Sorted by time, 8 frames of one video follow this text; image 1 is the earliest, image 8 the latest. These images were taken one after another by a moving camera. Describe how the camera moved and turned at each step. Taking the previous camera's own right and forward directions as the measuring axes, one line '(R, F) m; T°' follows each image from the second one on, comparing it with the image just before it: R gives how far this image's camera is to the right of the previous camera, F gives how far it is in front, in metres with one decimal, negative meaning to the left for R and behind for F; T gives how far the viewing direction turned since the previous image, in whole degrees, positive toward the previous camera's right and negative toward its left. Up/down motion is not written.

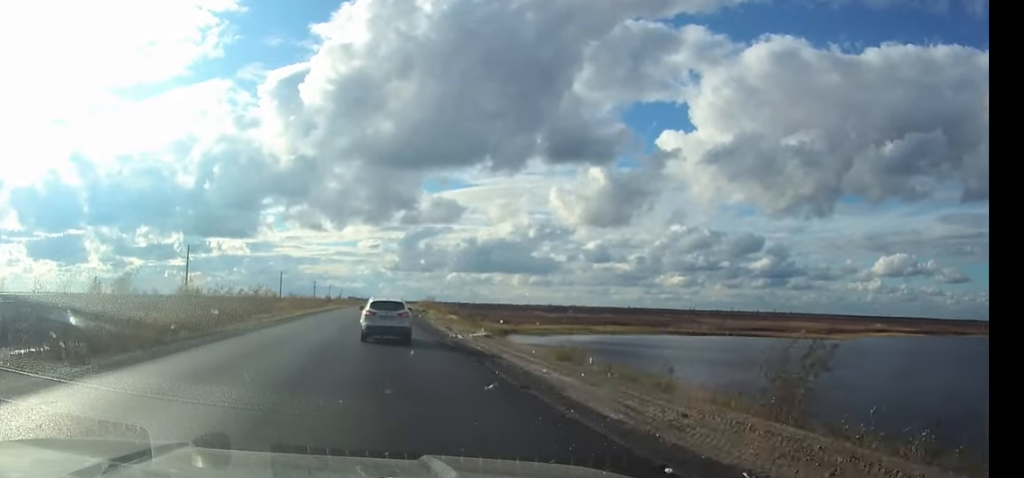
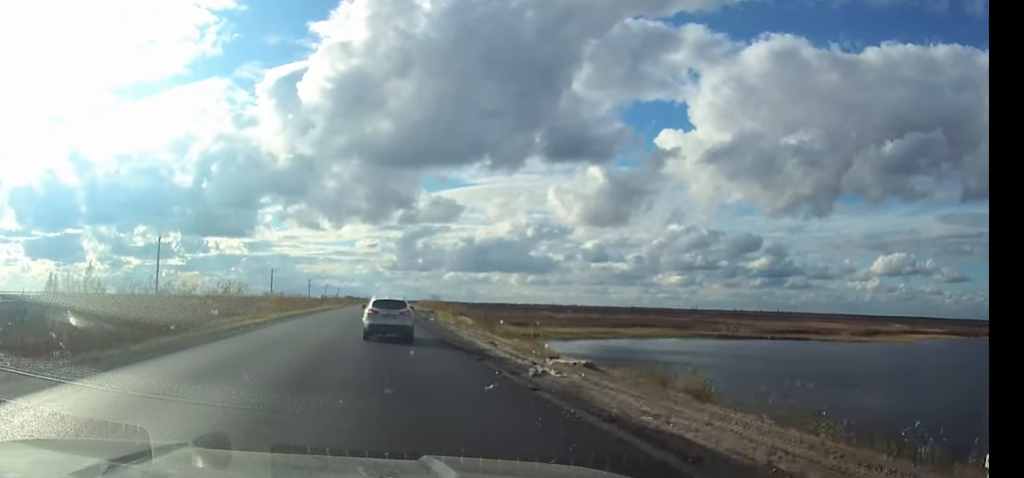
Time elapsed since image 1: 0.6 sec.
(0.0, +14.4) m; 0°
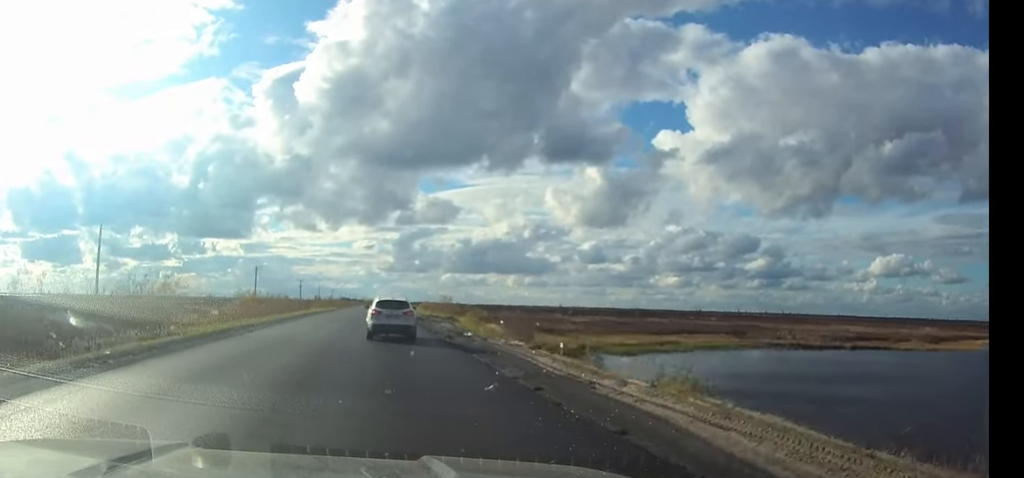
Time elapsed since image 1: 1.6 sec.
(0.0, +21.9) m; 0°
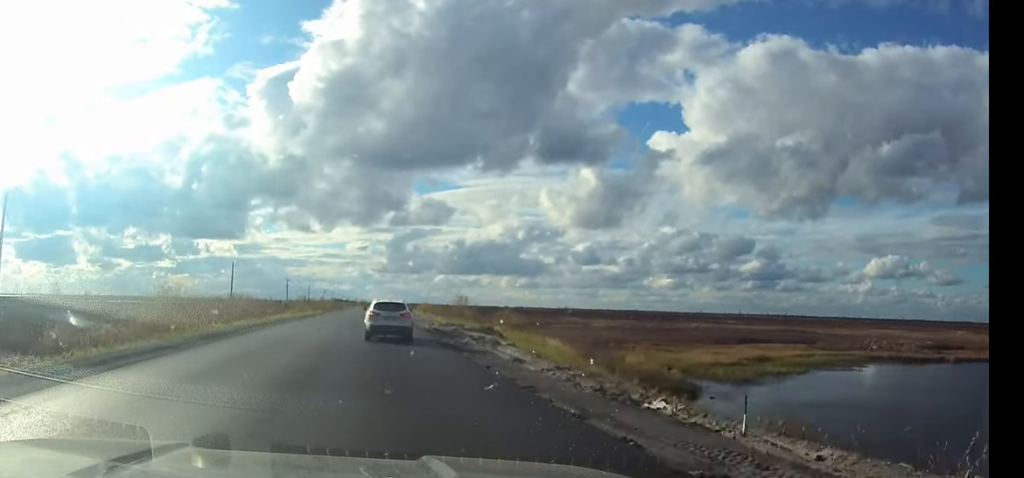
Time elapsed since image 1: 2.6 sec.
(0.0, +22.2) m; 0°
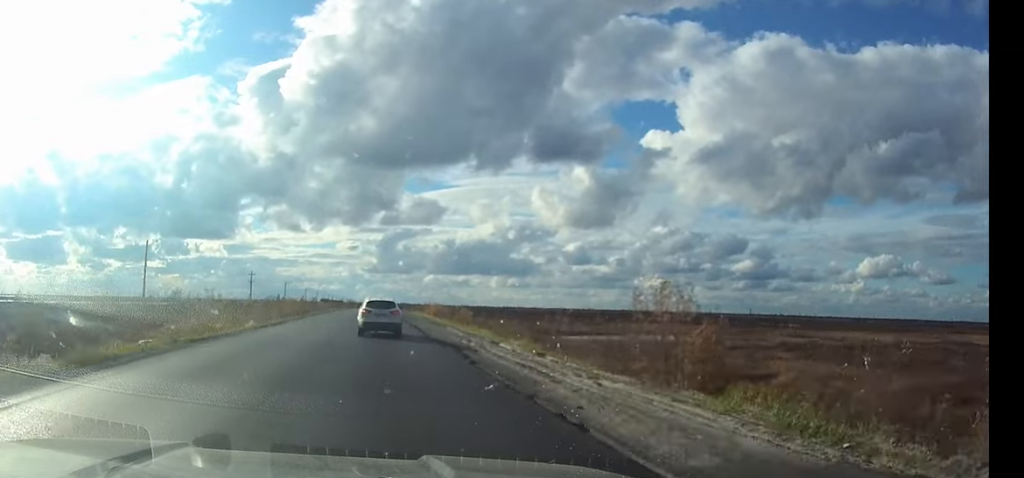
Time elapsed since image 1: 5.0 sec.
(+0.6, +54.0) m; +1°
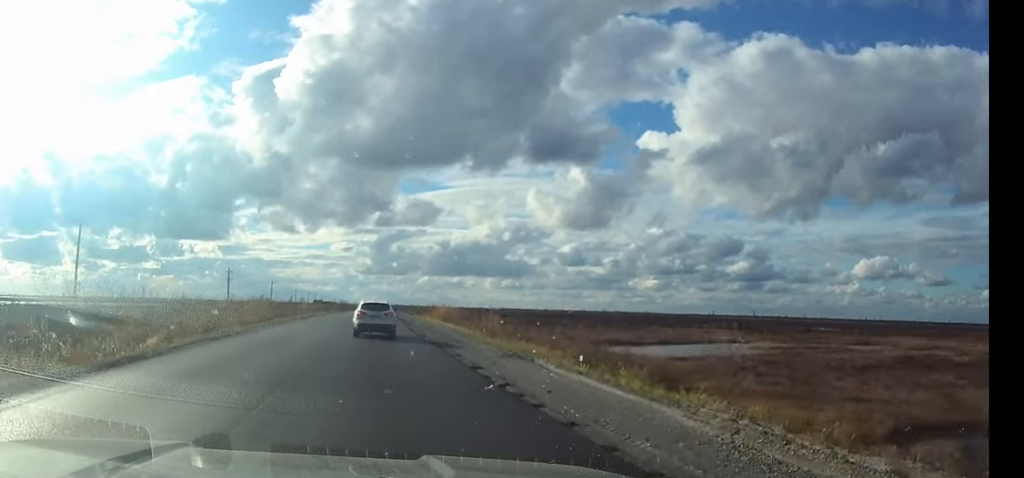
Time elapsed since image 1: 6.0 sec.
(+0.1, +23.1) m; 0°
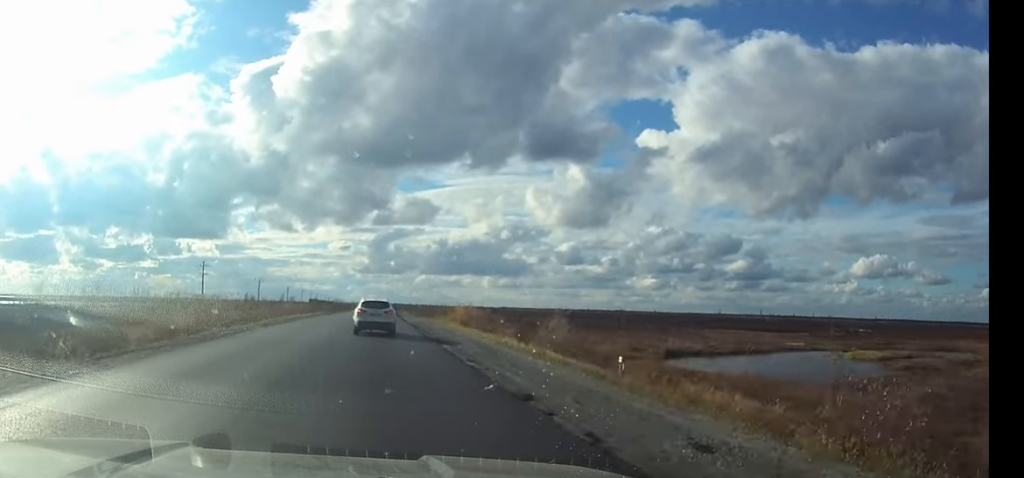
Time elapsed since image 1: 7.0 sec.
(+0.1, +23.4) m; +1°
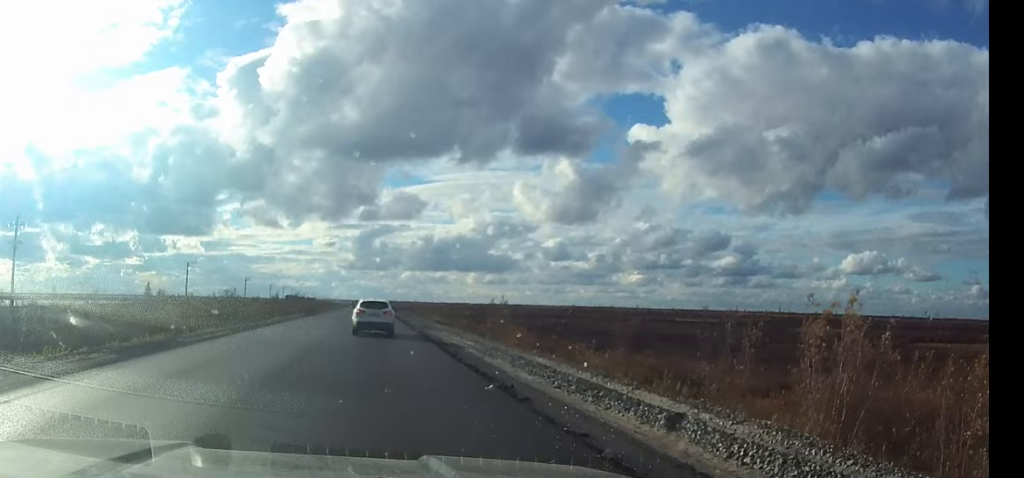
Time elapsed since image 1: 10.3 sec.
(+1.0, +75.5) m; +1°
